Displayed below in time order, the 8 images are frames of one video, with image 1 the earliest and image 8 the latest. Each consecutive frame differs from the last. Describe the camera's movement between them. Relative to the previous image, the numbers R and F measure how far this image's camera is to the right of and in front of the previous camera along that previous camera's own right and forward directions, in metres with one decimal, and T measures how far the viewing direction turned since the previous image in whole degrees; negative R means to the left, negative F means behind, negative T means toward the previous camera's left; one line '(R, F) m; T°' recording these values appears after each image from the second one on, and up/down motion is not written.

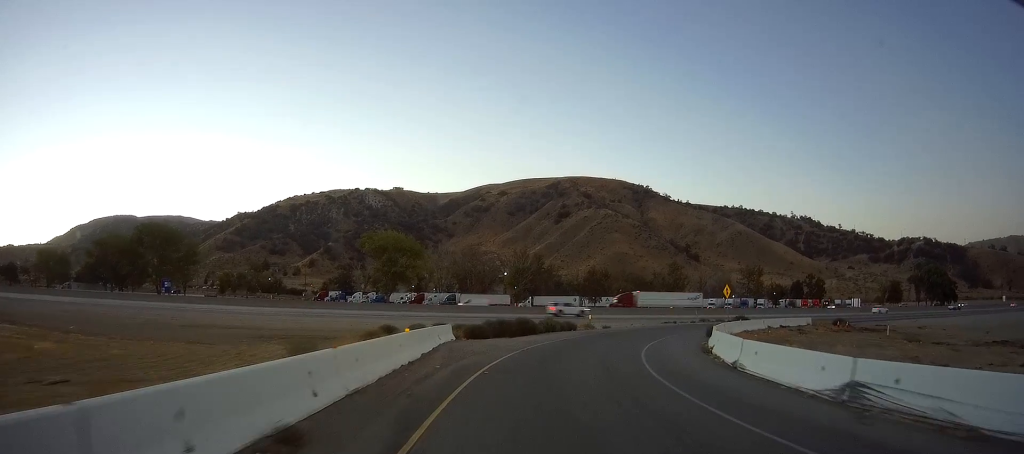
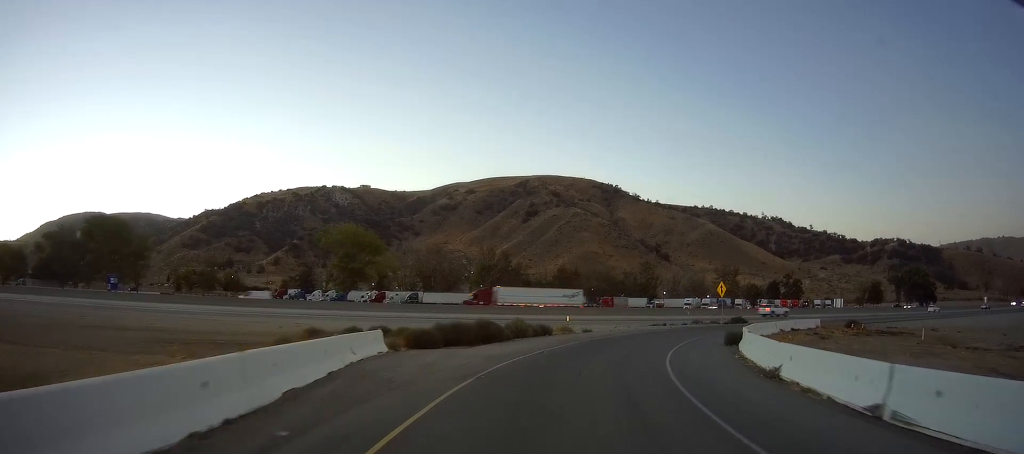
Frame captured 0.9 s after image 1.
(+0.5, +8.1) m; +6°
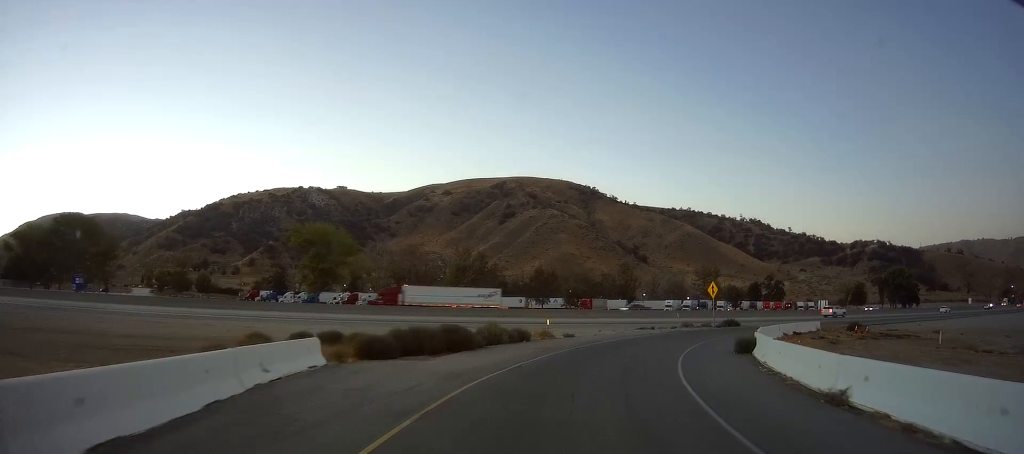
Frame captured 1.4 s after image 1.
(+0.2, +4.1) m; +3°
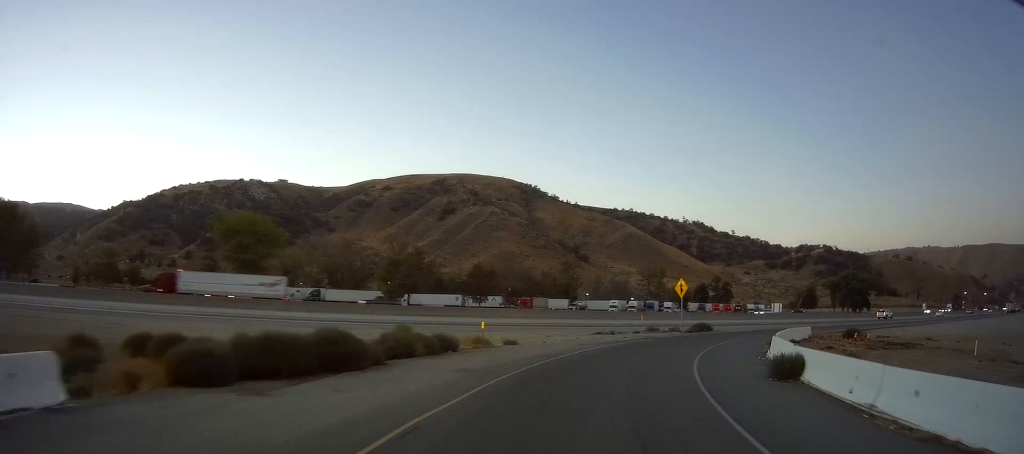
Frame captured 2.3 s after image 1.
(0.0, +8.2) m; +6°
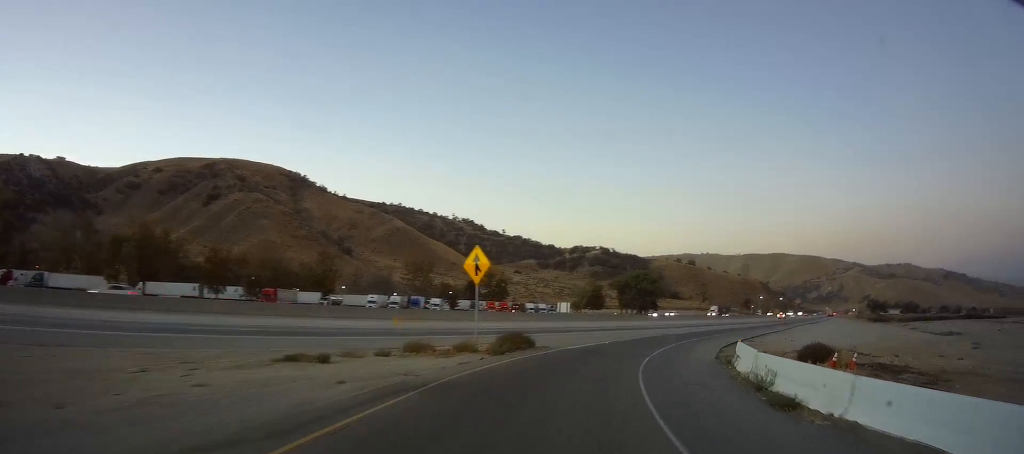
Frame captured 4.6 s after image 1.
(+6.0, +21.3) m; +32°
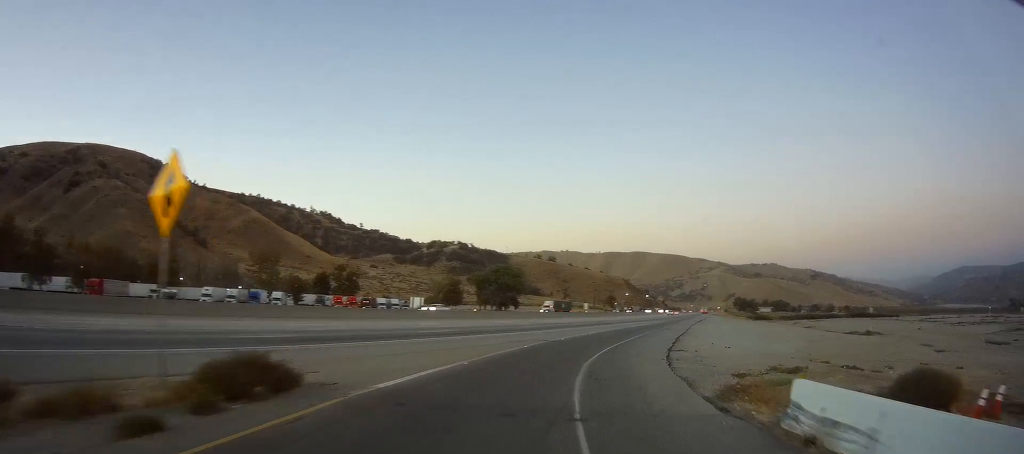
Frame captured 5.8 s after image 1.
(+1.9, +14.2) m; +10°
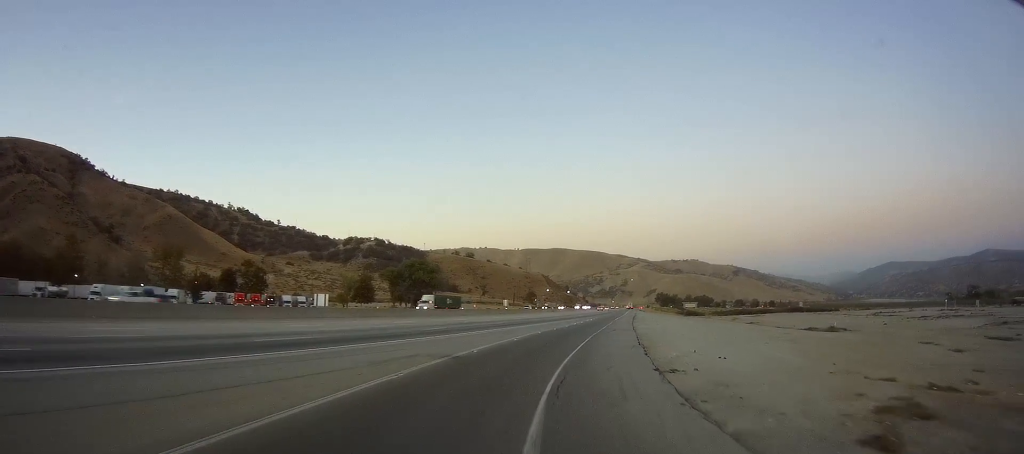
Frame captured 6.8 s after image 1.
(+0.5, +12.0) m; +4°
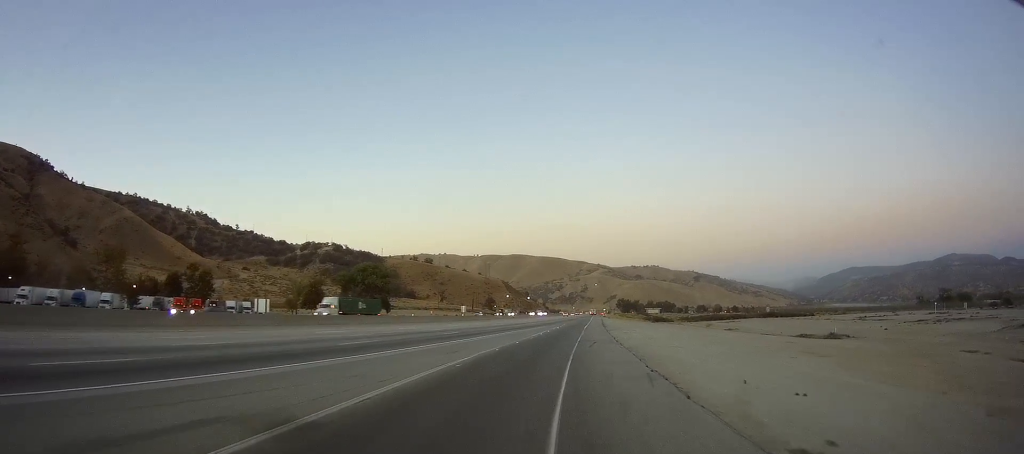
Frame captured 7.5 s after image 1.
(+0.1, +10.2) m; +2°
